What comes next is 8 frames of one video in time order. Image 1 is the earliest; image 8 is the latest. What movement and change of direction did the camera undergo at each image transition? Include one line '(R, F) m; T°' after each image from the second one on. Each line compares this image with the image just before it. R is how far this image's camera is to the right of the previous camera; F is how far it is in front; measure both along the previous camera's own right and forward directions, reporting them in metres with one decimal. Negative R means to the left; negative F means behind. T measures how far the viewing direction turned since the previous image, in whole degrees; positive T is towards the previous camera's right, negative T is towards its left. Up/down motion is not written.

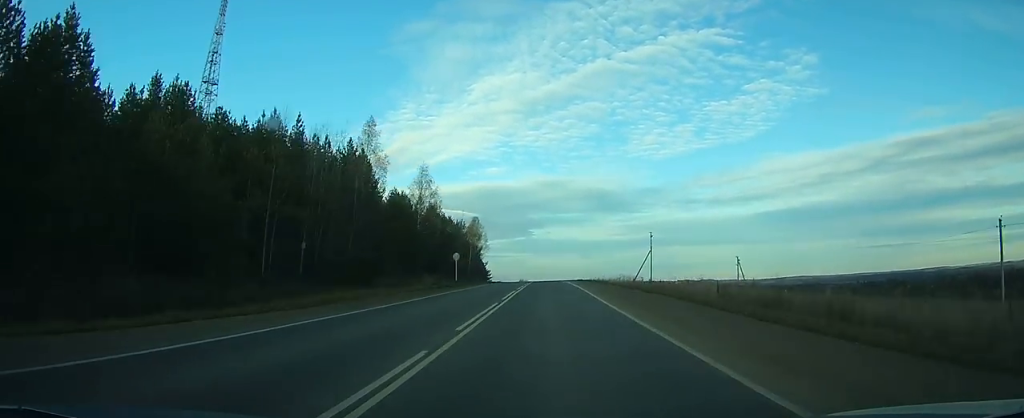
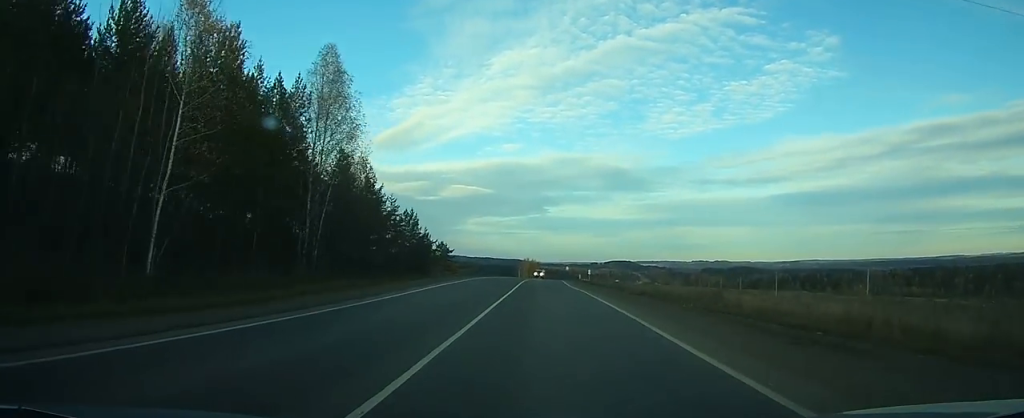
(-0.2, +103.2) m; -1°
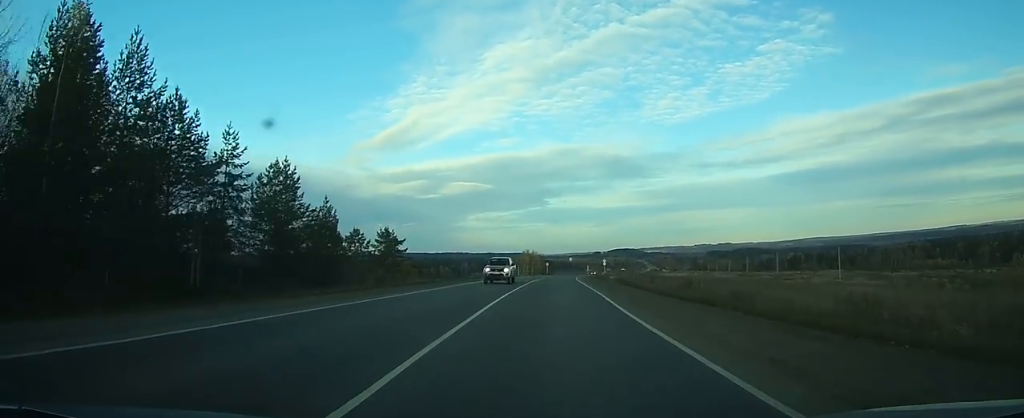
(-0.3, +39.9) m; 0°
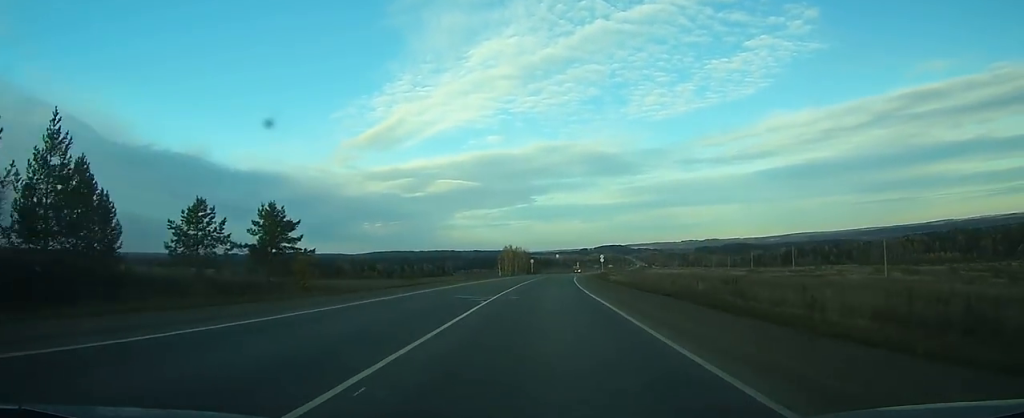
(+0.1, +27.6) m; +1°
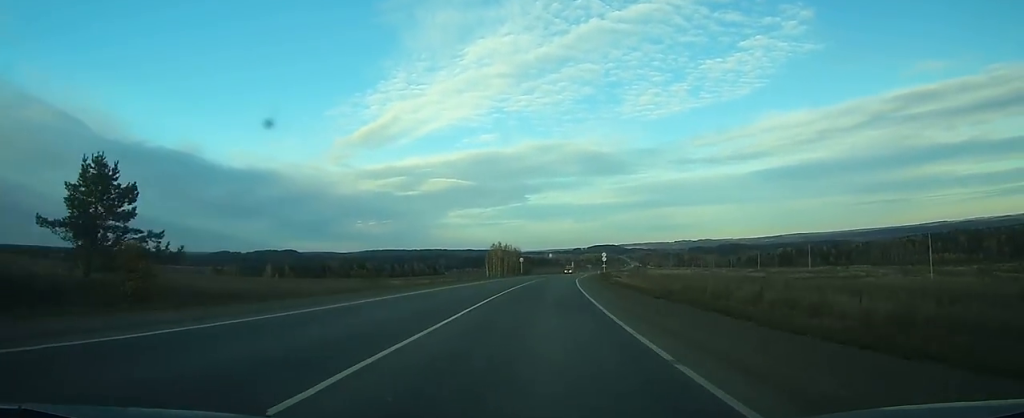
(0.0, +18.3) m; +1°
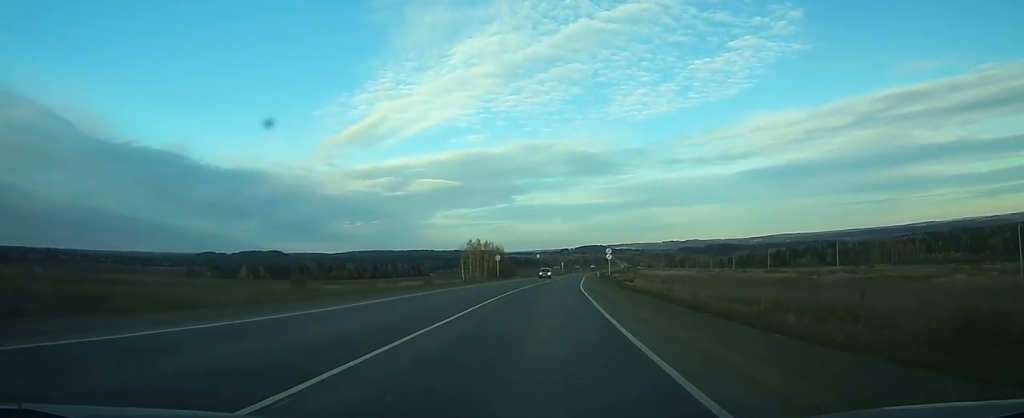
(+0.2, +26.2) m; +1°
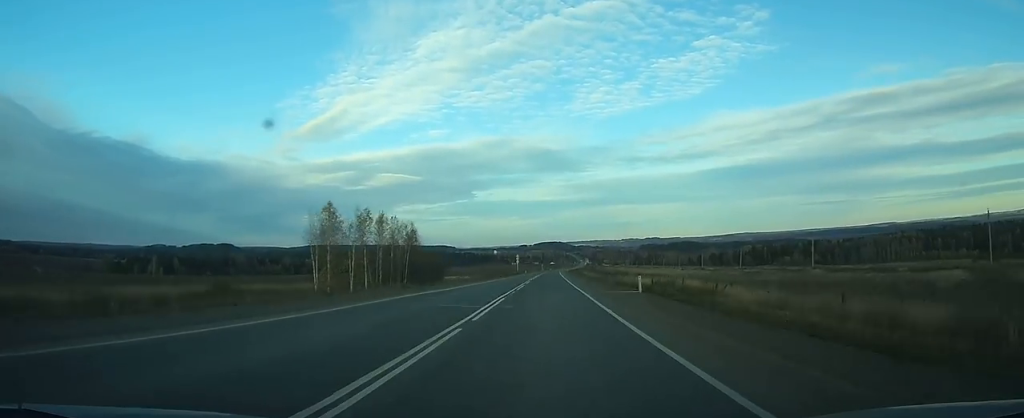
(+1.9, +73.3) m; +3°
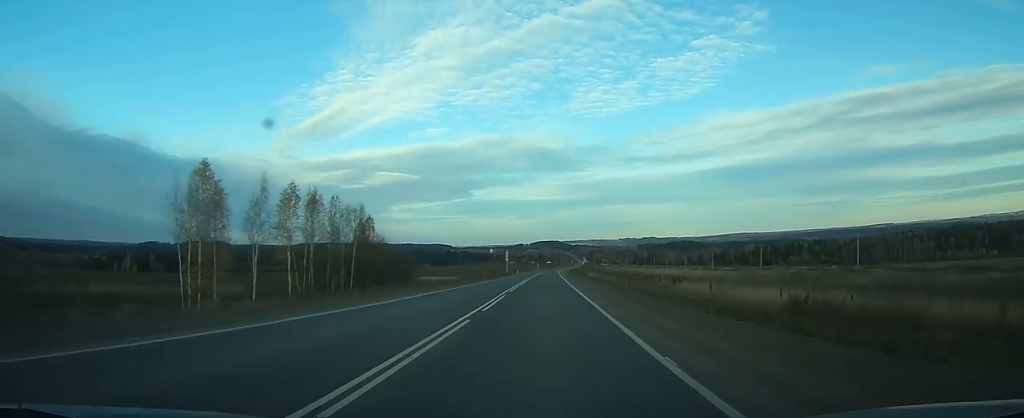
(+0.4, +27.4) m; +1°
